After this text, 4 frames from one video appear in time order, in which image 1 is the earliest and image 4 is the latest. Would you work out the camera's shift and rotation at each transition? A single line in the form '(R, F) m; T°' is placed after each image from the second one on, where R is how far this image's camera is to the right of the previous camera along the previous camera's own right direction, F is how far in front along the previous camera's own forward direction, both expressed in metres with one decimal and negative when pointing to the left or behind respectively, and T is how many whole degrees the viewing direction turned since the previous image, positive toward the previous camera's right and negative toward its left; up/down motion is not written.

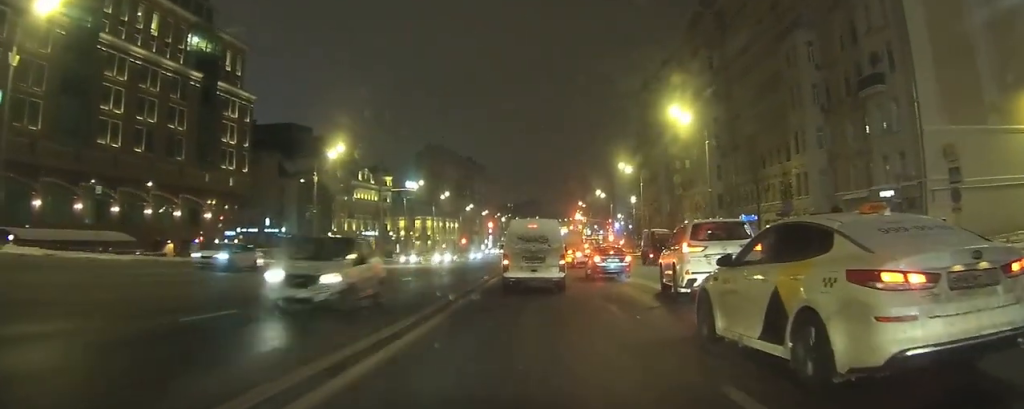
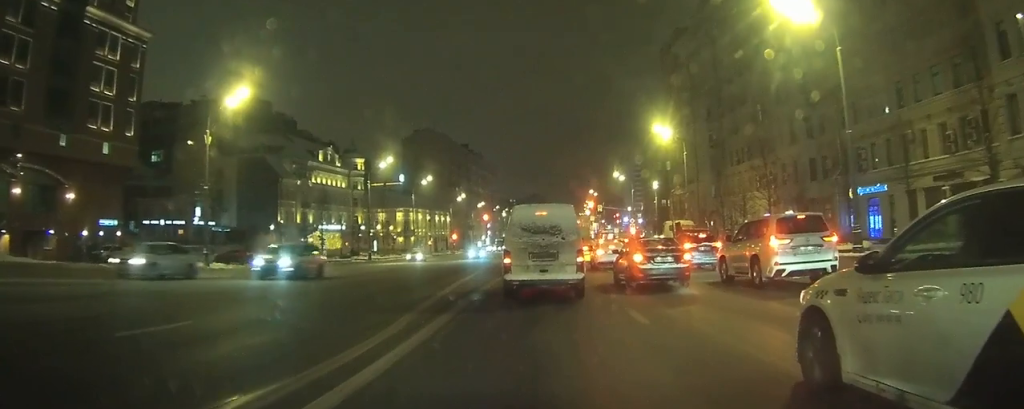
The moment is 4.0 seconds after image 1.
(+0.6, +19.8) m; -2°
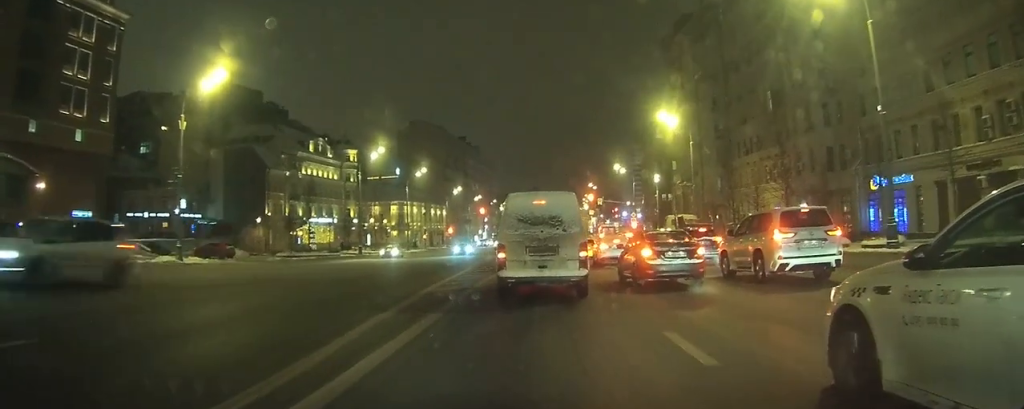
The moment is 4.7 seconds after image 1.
(-0.1, +3.3) m; -3°
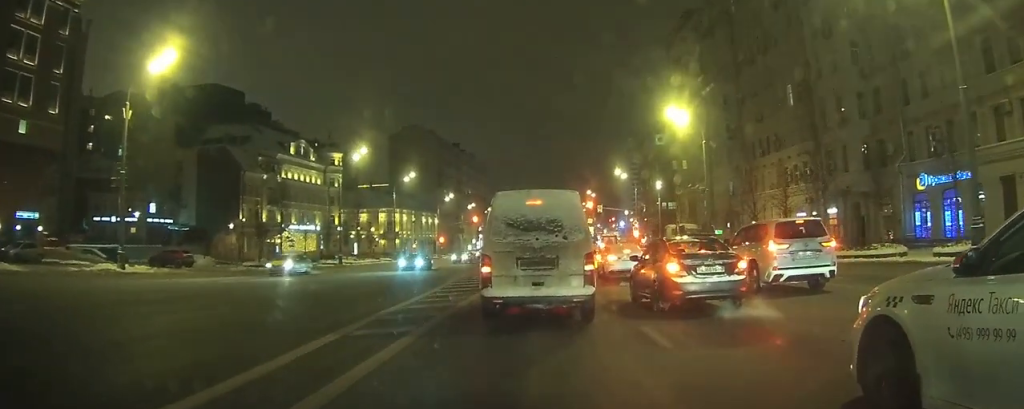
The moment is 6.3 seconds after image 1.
(-0.2, +6.8) m; 0°
